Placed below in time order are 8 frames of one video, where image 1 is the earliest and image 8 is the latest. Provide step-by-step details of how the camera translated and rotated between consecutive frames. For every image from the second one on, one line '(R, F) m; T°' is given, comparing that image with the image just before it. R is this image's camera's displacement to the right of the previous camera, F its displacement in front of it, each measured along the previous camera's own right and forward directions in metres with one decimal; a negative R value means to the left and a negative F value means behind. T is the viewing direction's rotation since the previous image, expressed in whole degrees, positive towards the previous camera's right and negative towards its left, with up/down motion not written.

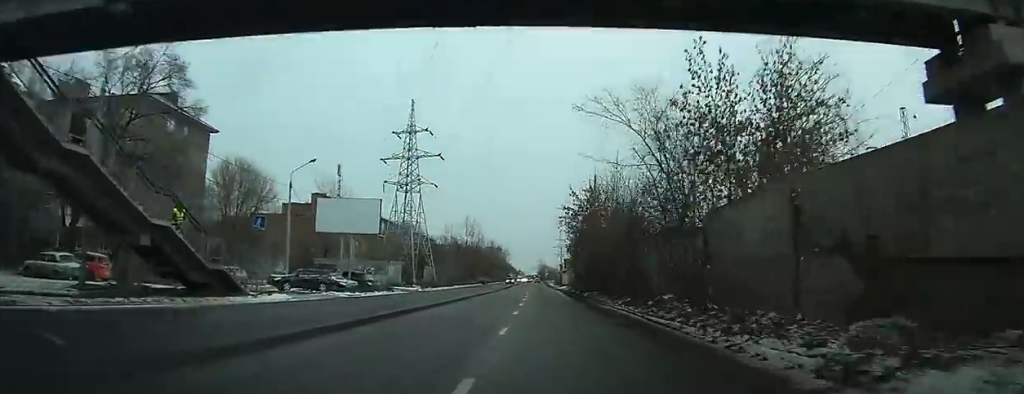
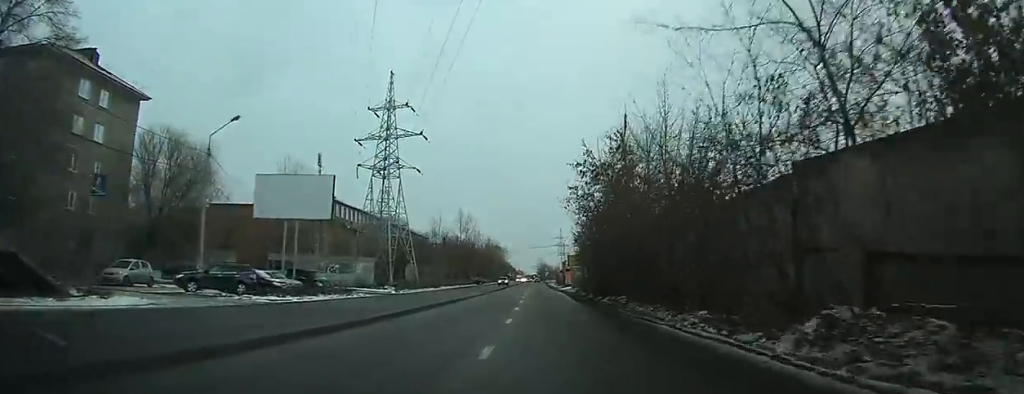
(+0.1, +12.2) m; 0°
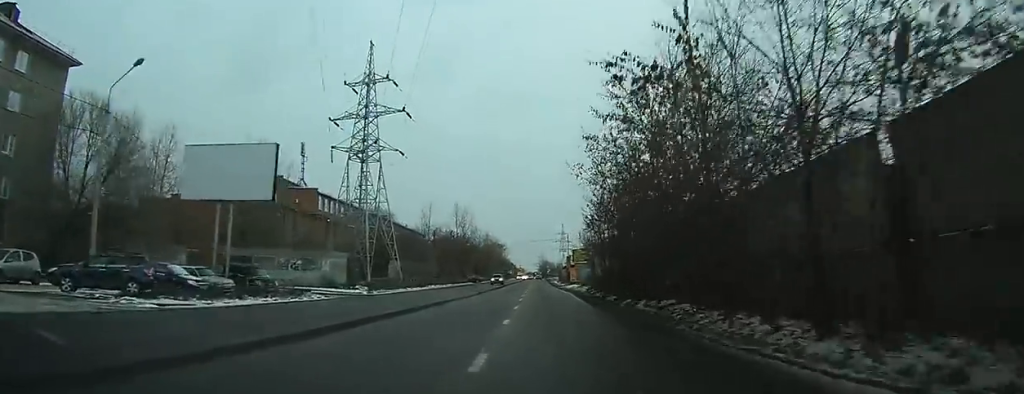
(-0.1, +9.4) m; -1°
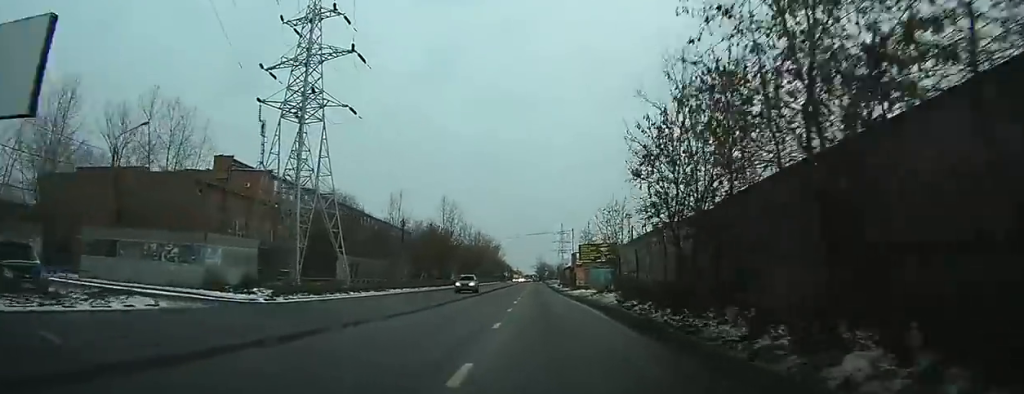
(-0.2, +16.8) m; -1°
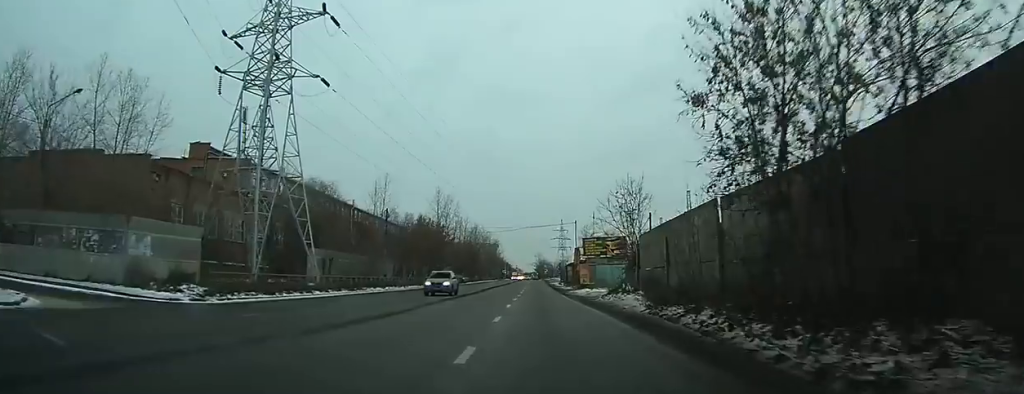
(-0.1, +6.4) m; 0°
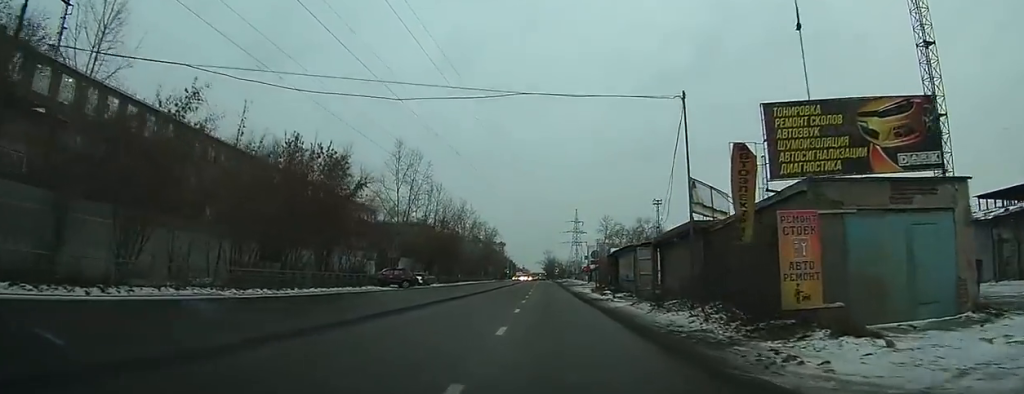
(-0.1, +43.0) m; 0°
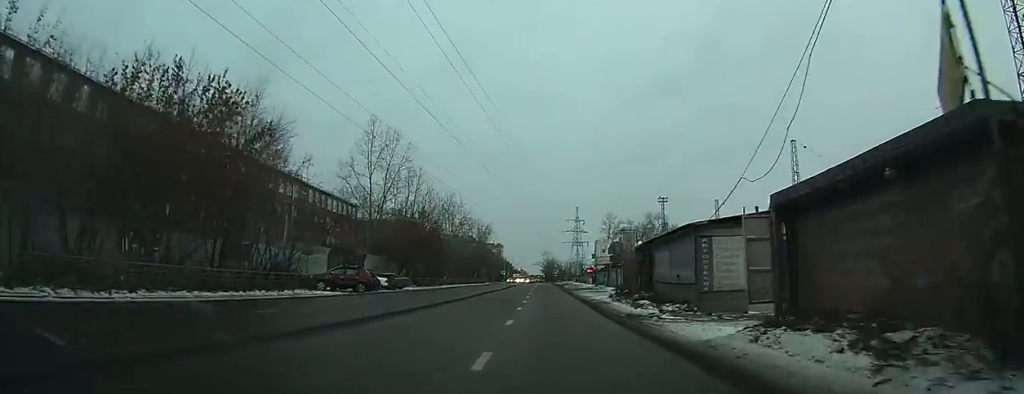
(0.0, +12.9) m; 0°
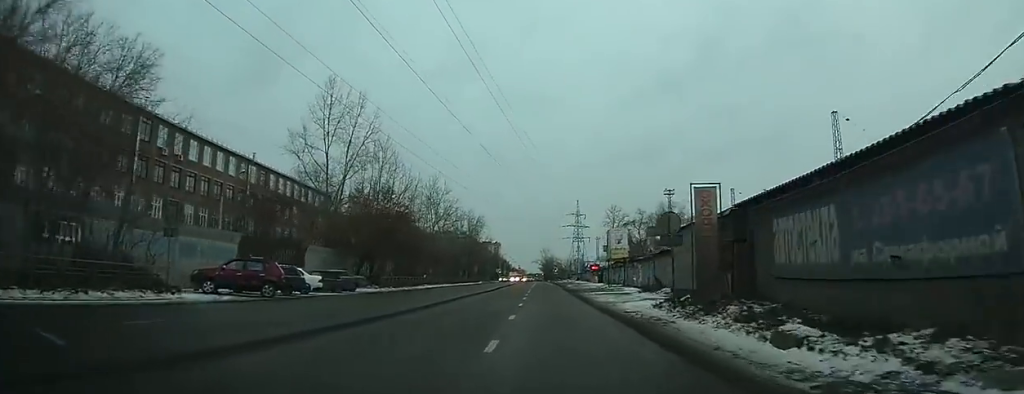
(-0.1, +13.9) m; 0°
